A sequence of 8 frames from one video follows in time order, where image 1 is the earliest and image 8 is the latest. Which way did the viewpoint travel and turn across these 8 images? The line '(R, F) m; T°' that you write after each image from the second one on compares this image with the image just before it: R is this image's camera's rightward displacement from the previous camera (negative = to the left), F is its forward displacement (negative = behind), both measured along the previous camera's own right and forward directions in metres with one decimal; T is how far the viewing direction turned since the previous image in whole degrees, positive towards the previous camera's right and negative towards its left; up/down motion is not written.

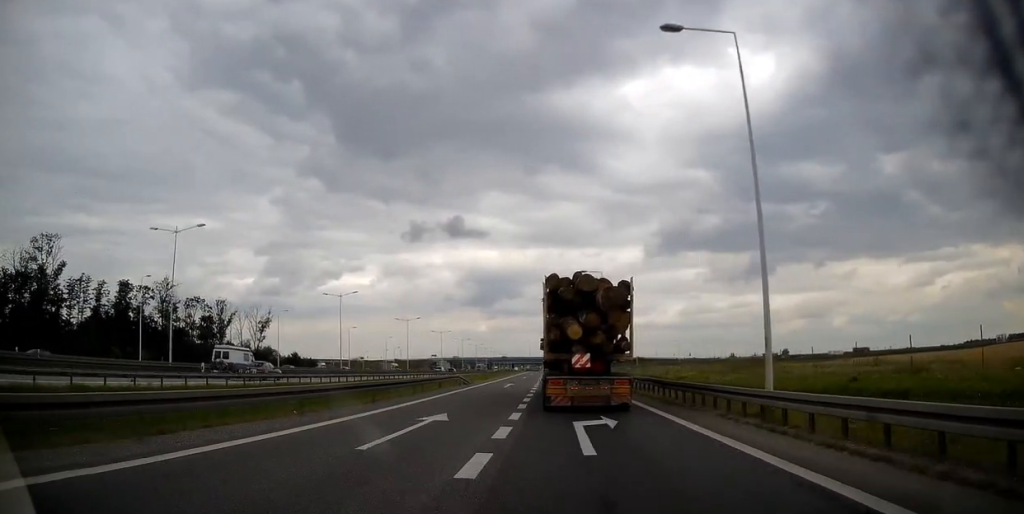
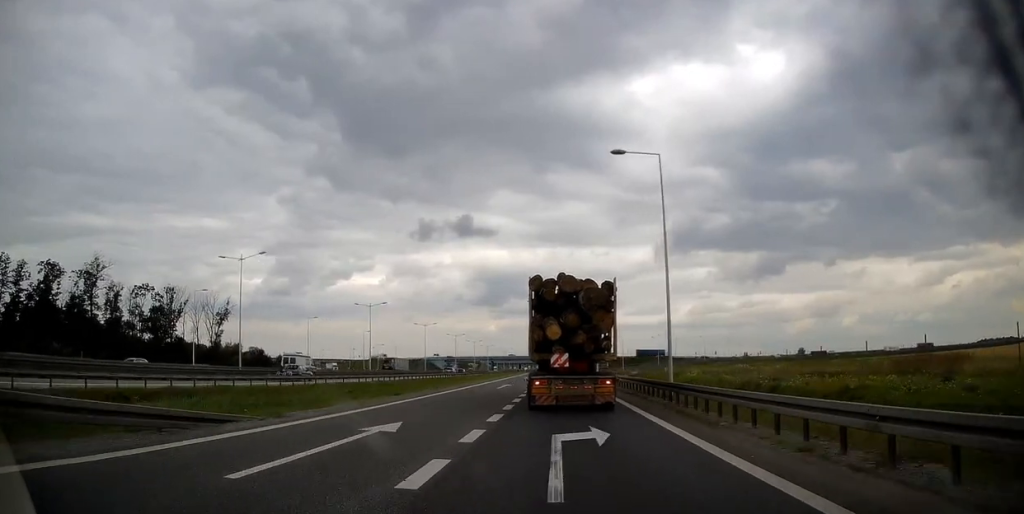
(-0.5, +33.6) m; -1°
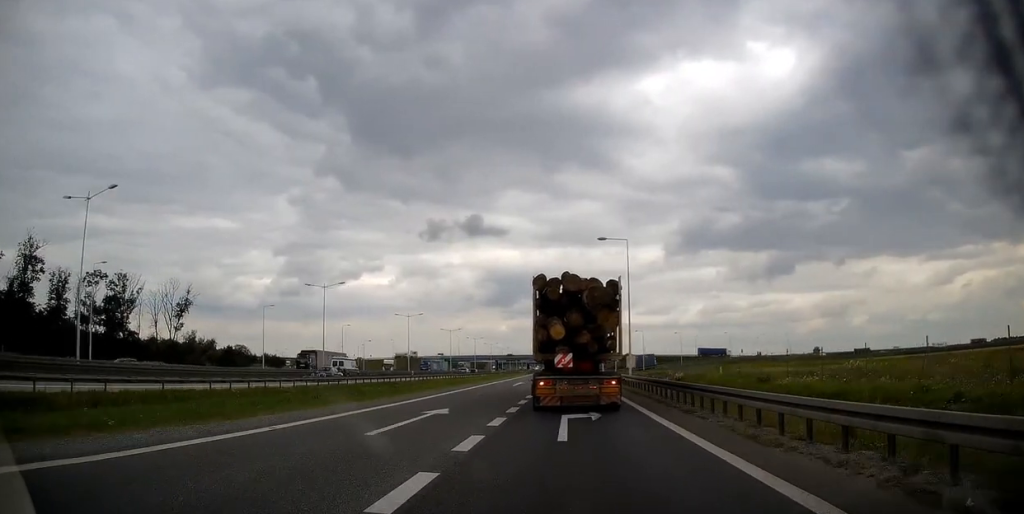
(-0.1, +25.2) m; 0°
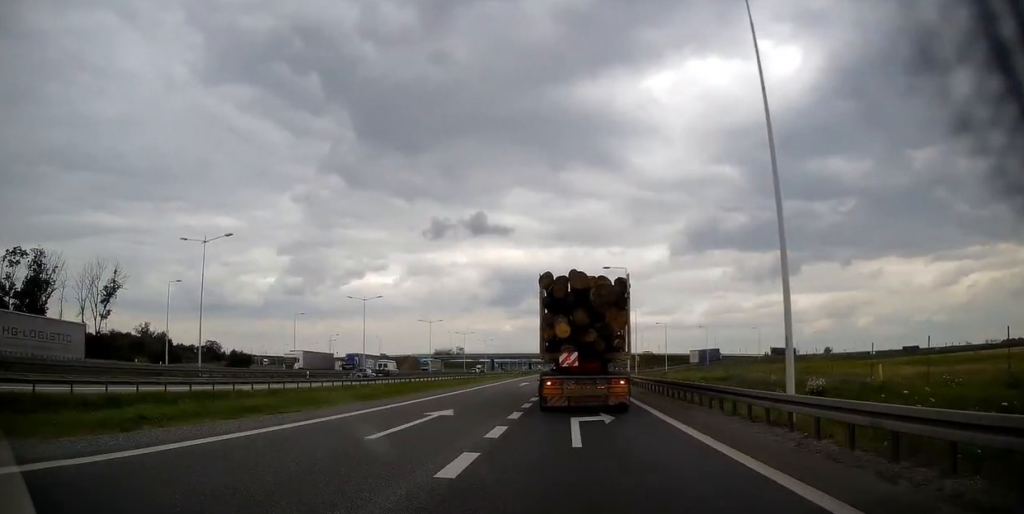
(+0.1, +30.5) m; -1°
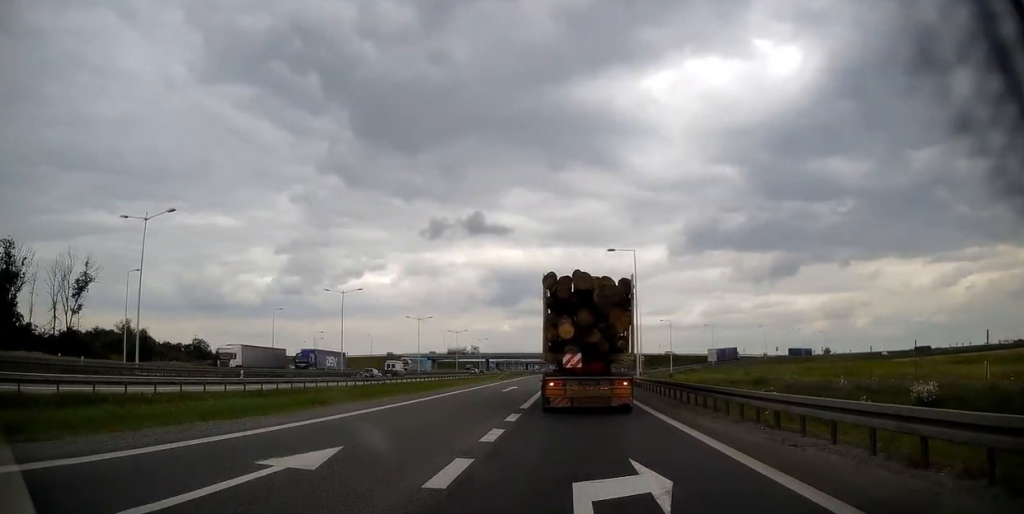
(-0.3, +8.7) m; 0°
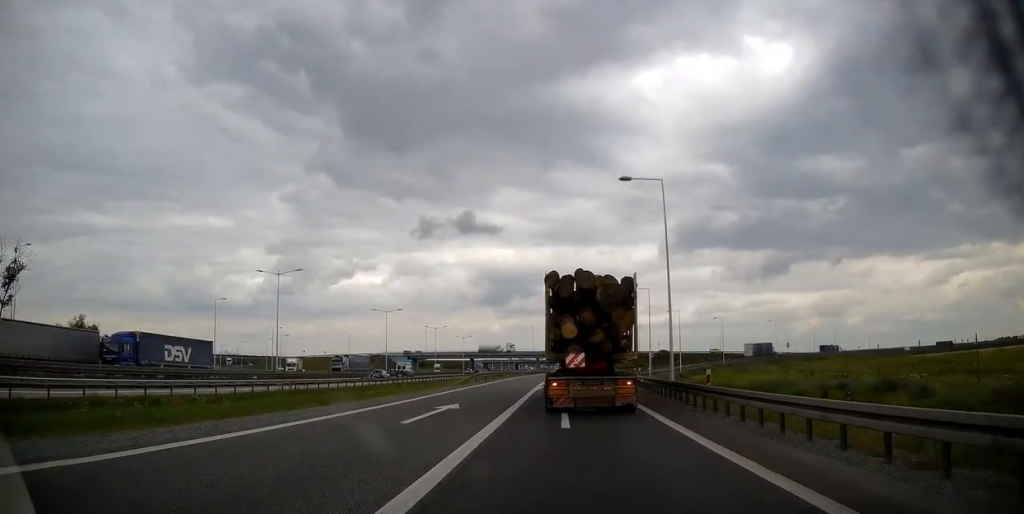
(+0.2, +18.2) m; +1°
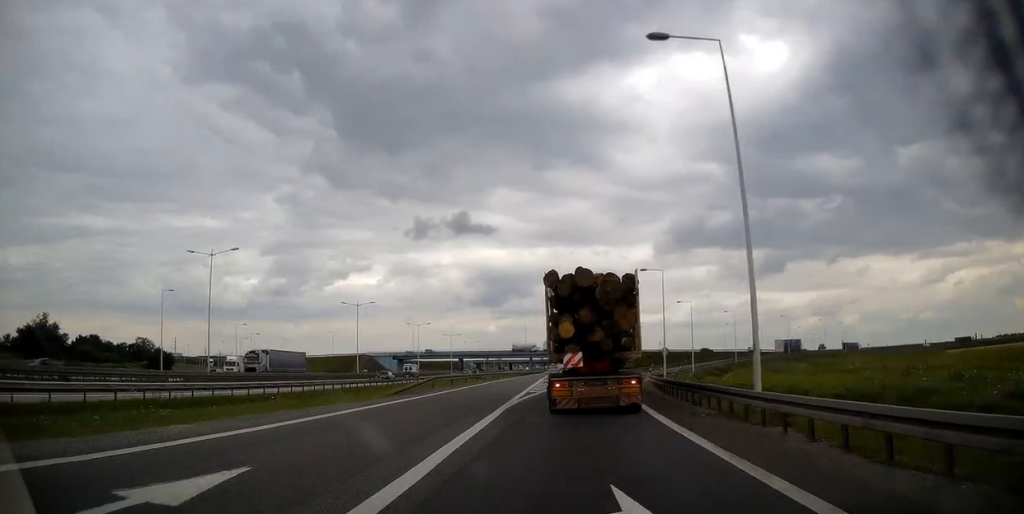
(+0.1, +13.7) m; 0°
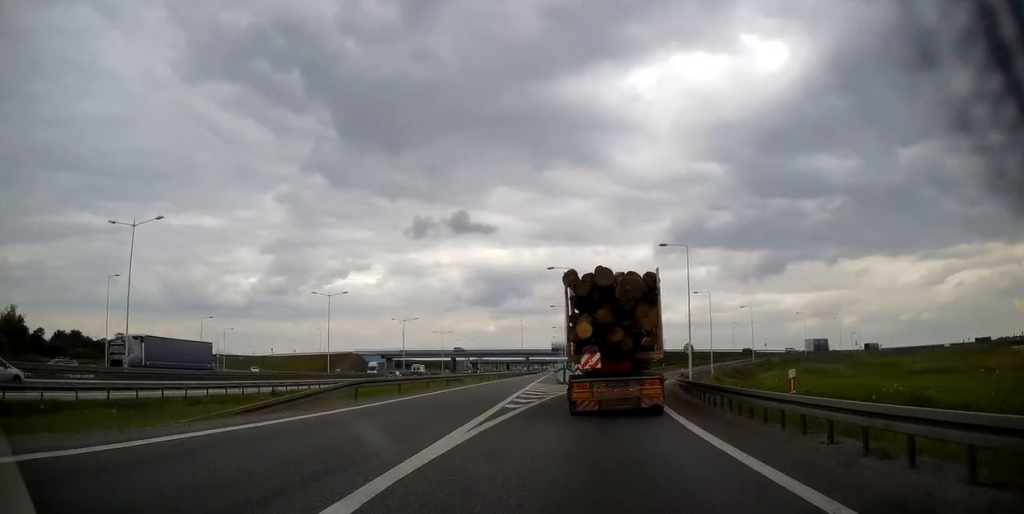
(-0.3, +12.3) m; 0°
